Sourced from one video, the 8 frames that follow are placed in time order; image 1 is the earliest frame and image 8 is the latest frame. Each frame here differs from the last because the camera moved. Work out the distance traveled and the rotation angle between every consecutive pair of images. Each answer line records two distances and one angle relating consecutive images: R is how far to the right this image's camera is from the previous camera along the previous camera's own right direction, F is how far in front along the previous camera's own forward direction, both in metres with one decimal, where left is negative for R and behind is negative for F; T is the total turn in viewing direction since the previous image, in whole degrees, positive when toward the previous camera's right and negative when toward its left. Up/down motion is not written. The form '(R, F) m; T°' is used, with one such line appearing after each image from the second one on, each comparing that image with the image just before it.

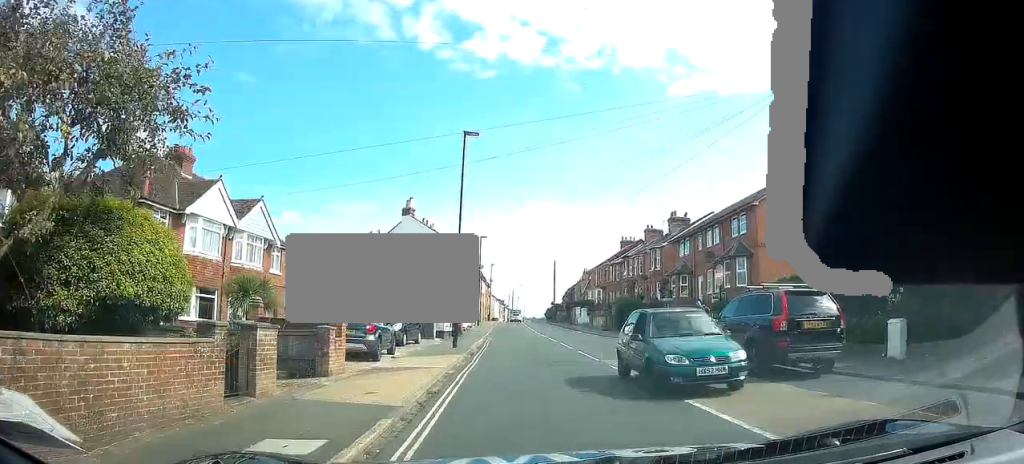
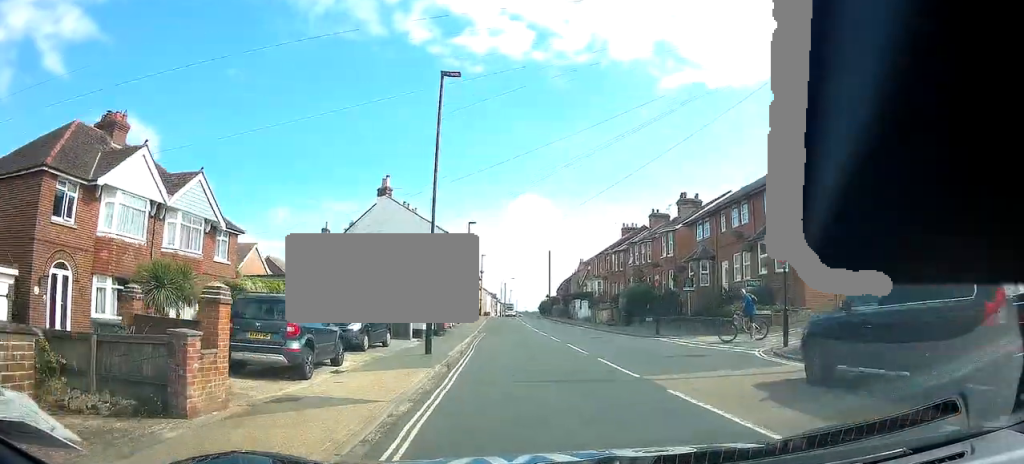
(0.0, +6.1) m; -1°
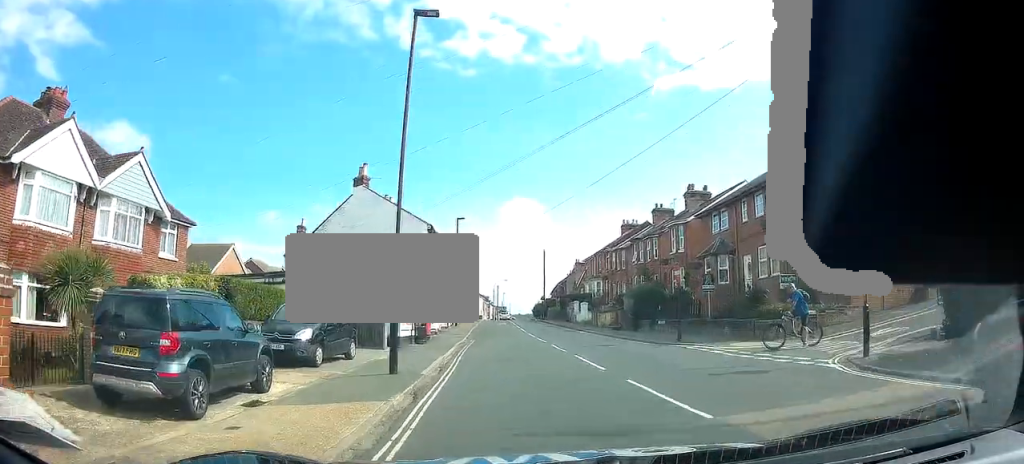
(+0.1, +4.5) m; -1°
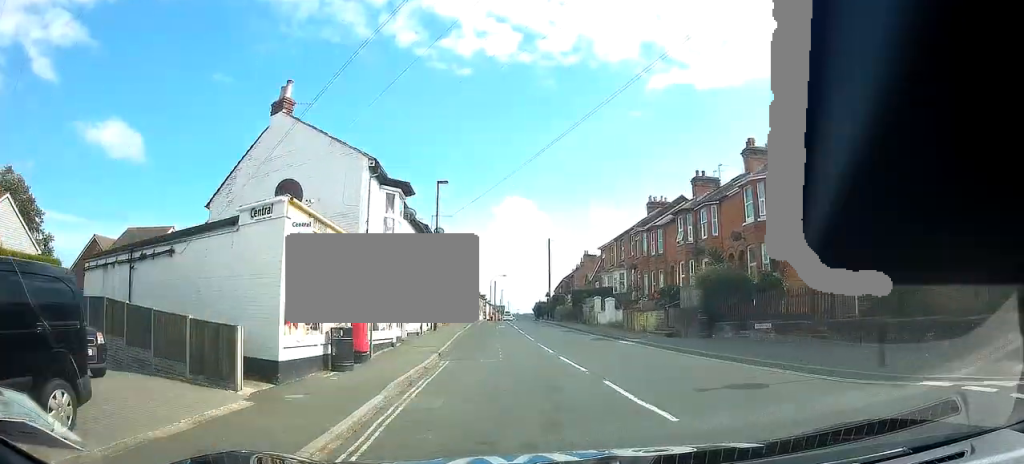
(-0.4, +13.3) m; 0°
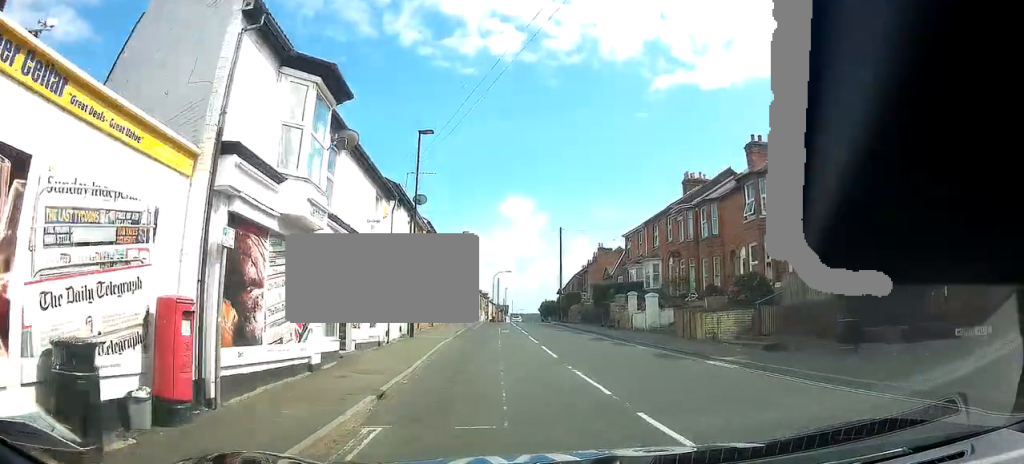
(+0.3, +10.1) m; +1°
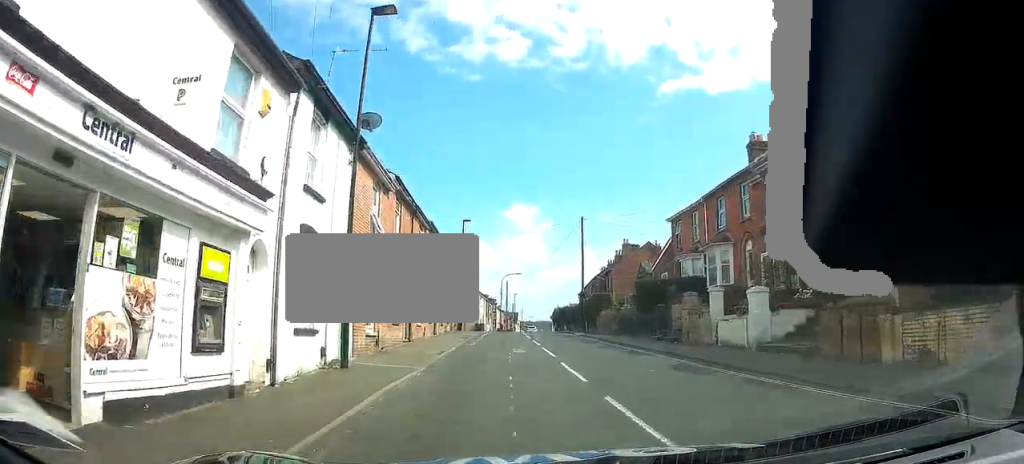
(-0.1, +11.4) m; 0°
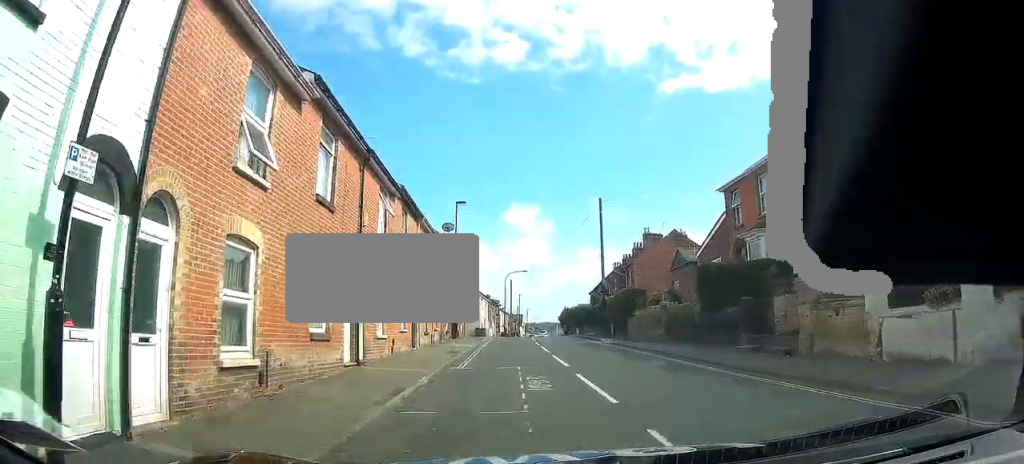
(+0.1, +9.0) m; 0°
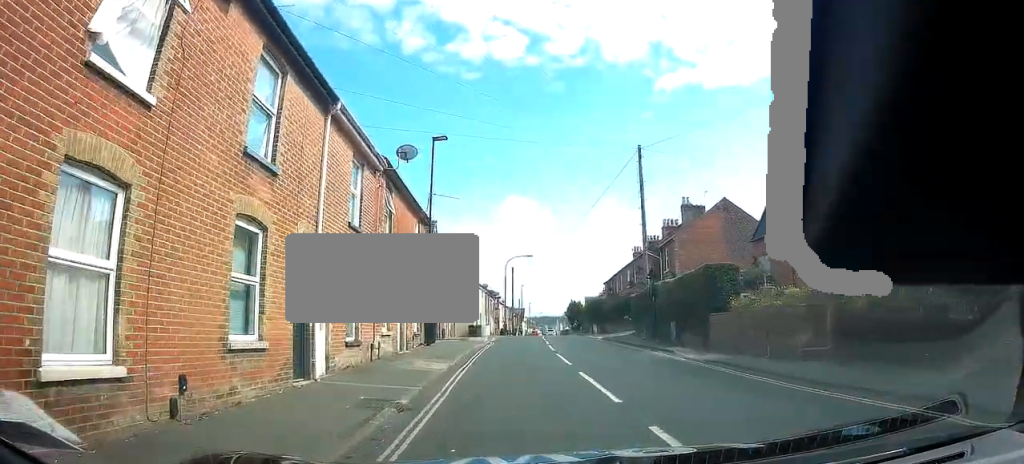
(-0.1, +12.9) m; 0°
